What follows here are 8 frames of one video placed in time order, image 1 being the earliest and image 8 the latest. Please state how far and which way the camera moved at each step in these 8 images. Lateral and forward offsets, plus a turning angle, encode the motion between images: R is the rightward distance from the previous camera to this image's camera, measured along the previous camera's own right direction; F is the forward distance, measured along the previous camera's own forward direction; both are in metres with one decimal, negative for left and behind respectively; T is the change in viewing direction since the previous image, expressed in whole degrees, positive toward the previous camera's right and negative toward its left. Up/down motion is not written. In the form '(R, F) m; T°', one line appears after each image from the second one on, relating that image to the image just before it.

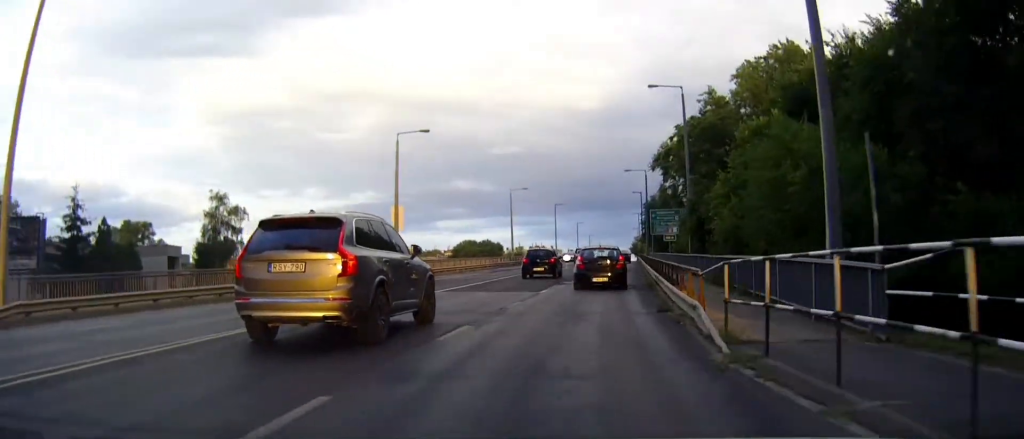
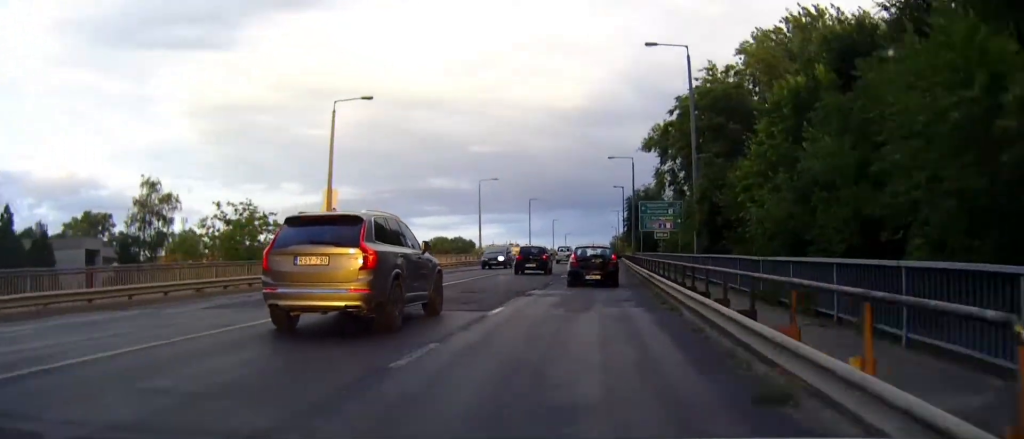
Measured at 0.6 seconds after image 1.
(+0.2, +9.0) m; +1°
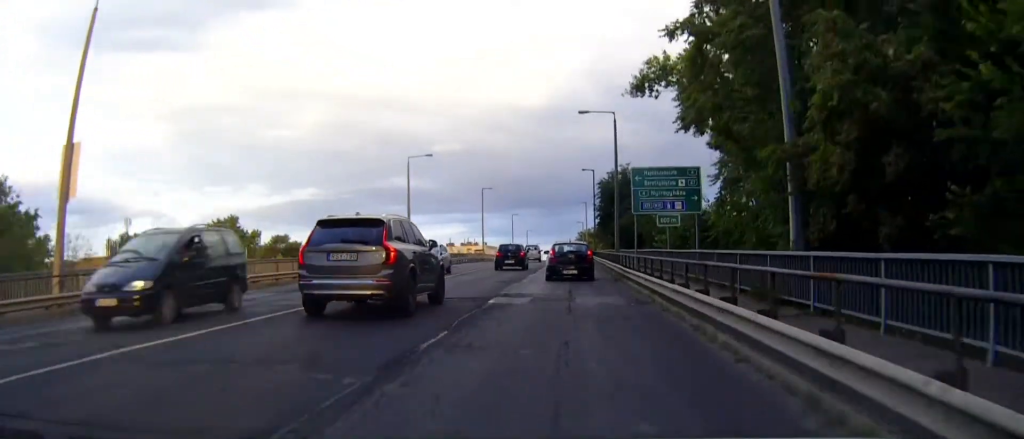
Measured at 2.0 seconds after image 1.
(+0.4, +19.3) m; +3°
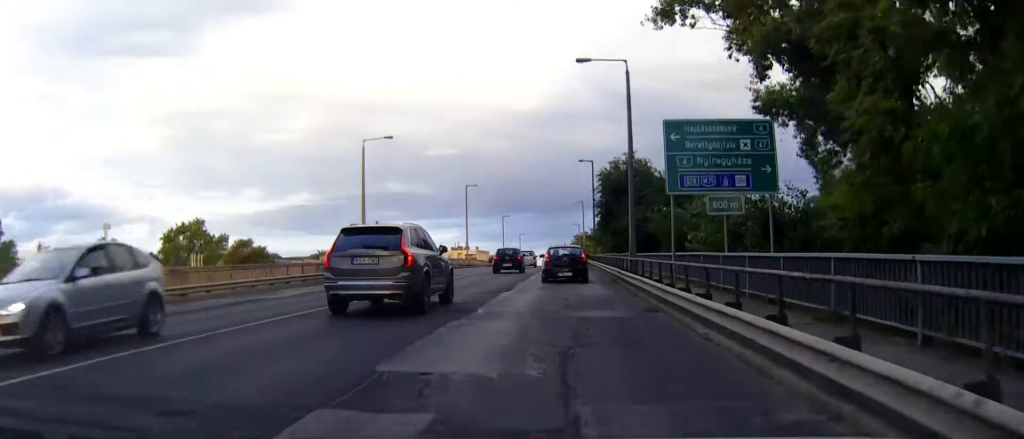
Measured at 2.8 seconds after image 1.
(+0.3, +12.4) m; +2°
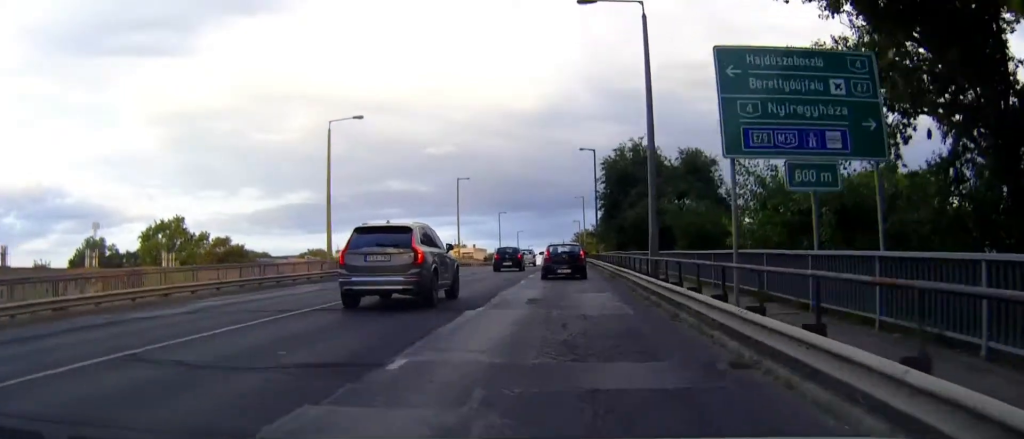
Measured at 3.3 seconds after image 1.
(+0.1, +6.9) m; 0°
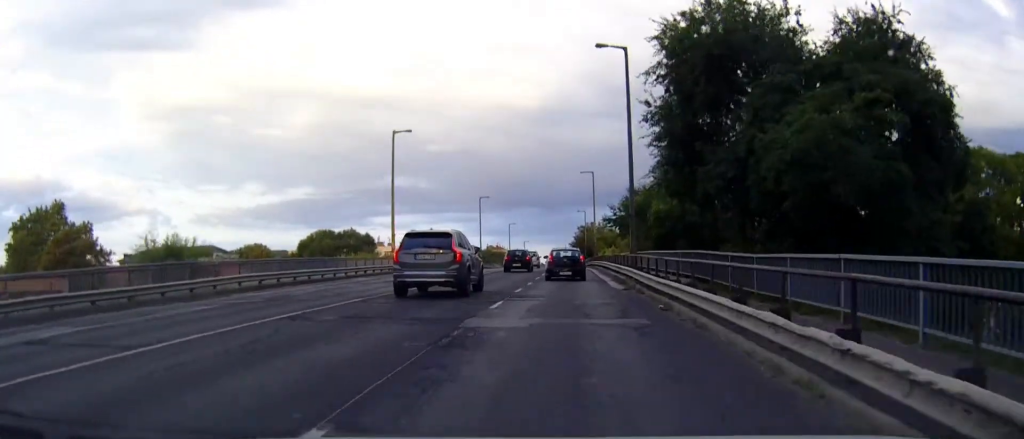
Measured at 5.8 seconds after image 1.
(+0.3, +35.0) m; +1°
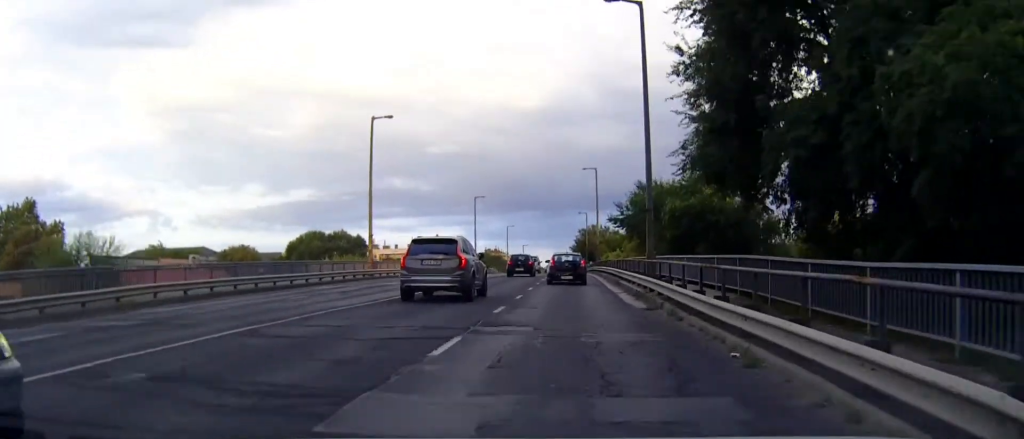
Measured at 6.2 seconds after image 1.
(0.0, +6.6) m; 0°
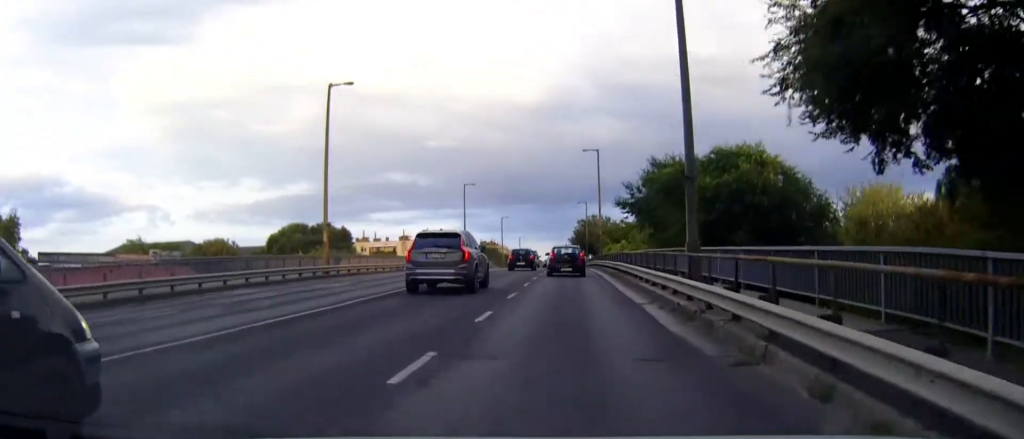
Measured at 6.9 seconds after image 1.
(0.0, +9.0) m; 0°
